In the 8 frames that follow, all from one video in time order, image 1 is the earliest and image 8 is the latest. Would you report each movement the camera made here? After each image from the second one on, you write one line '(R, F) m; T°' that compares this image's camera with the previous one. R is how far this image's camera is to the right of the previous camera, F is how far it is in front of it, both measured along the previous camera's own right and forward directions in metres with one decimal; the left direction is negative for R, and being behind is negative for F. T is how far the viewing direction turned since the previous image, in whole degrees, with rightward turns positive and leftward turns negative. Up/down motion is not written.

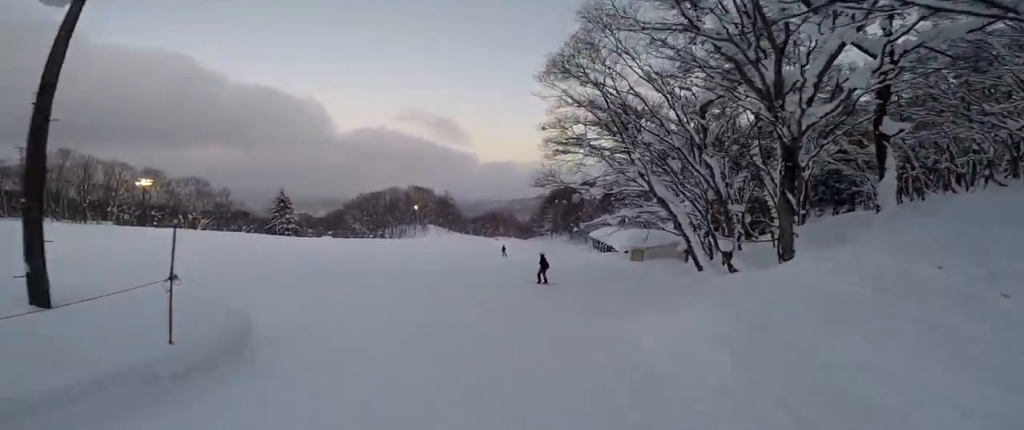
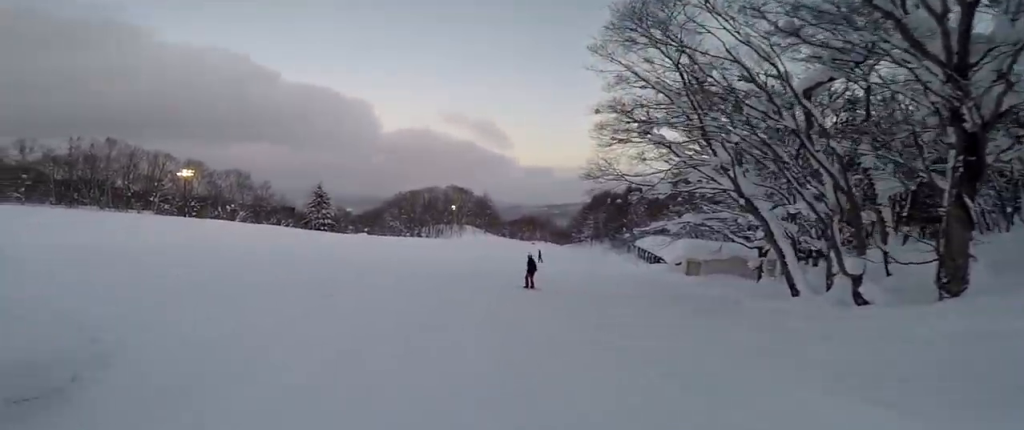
(-0.5, +4.0) m; -8°
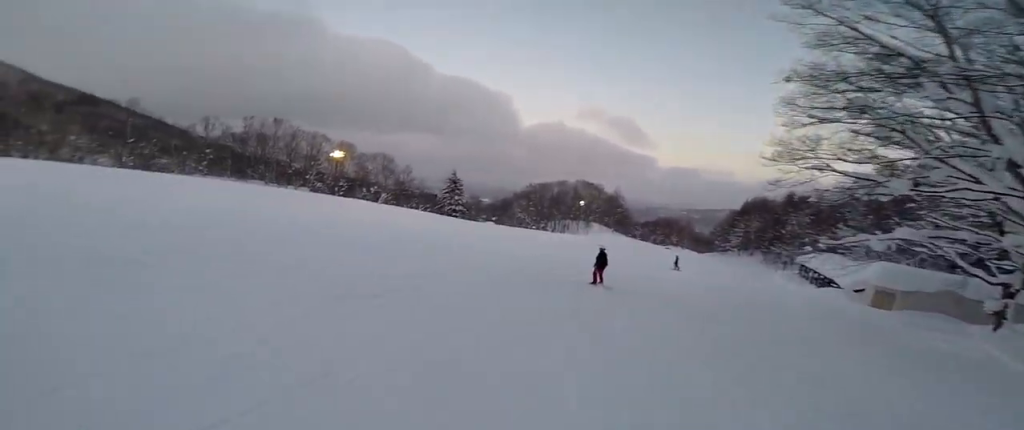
(0.0, +4.0) m; -9°
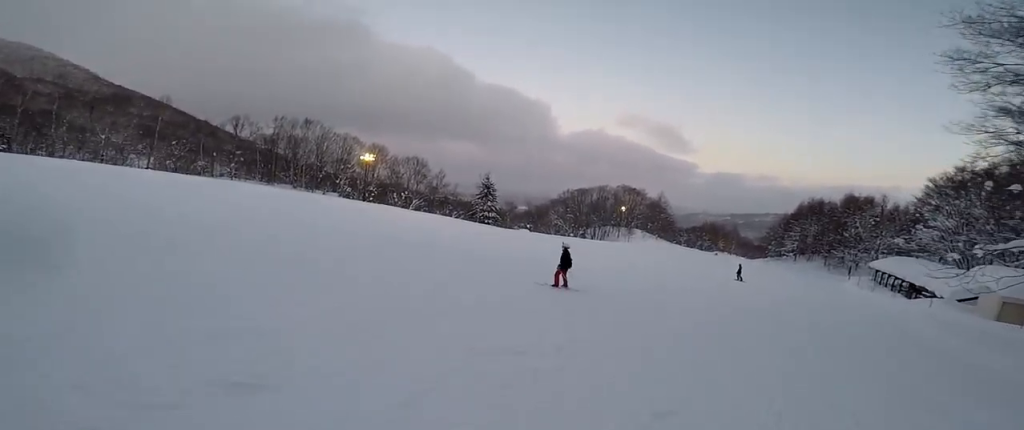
(-0.8, +5.0) m; -15°
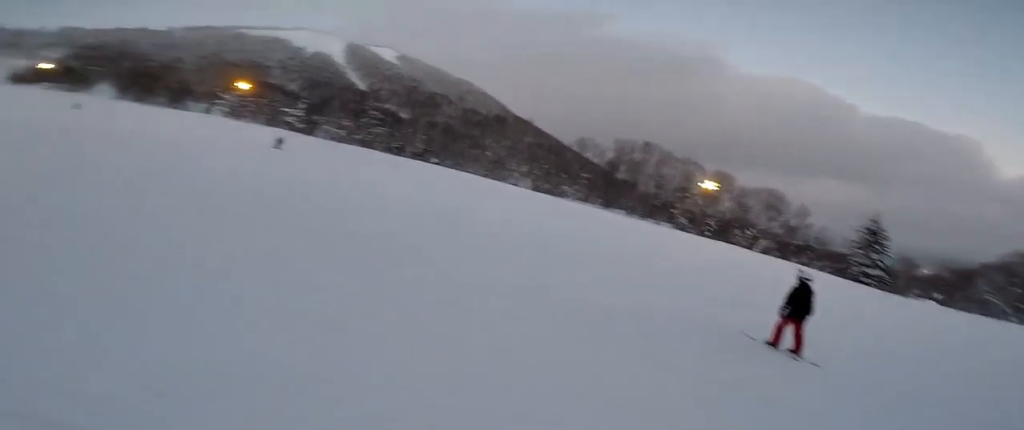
(-1.2, +7.7) m; -18°
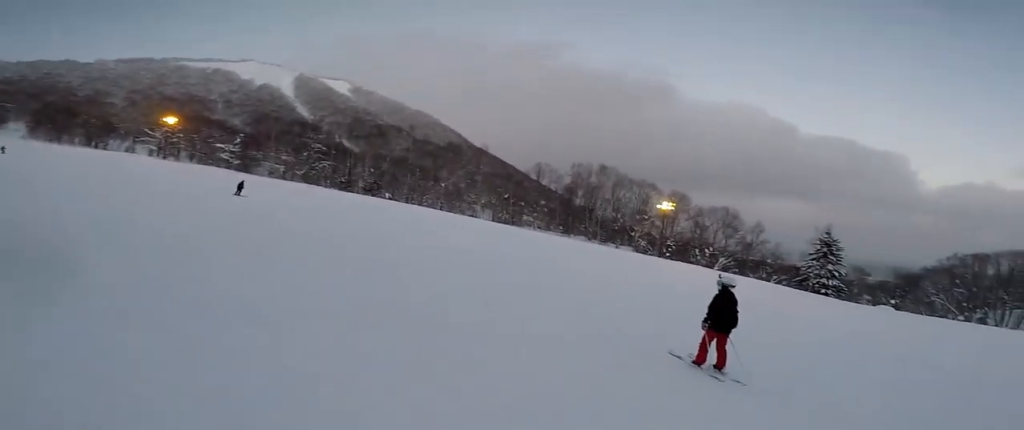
(-0.4, +2.9) m; -6°
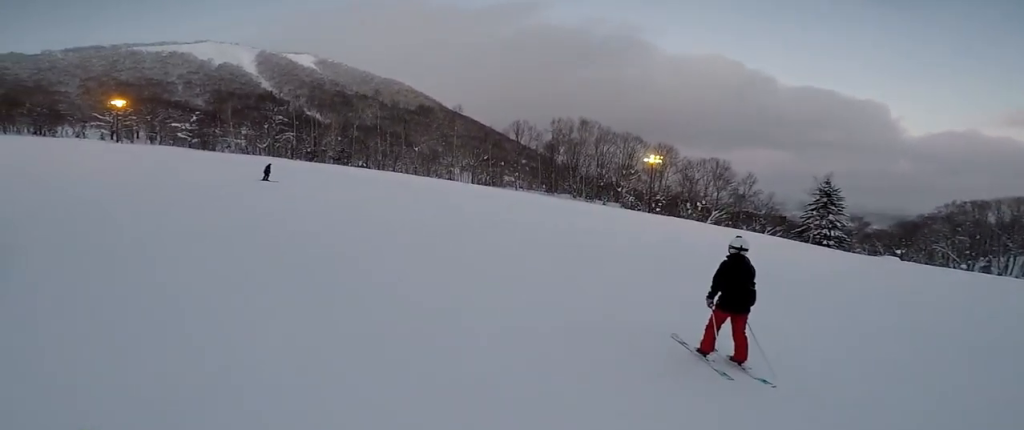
(-0.1, +3.4) m; +11°
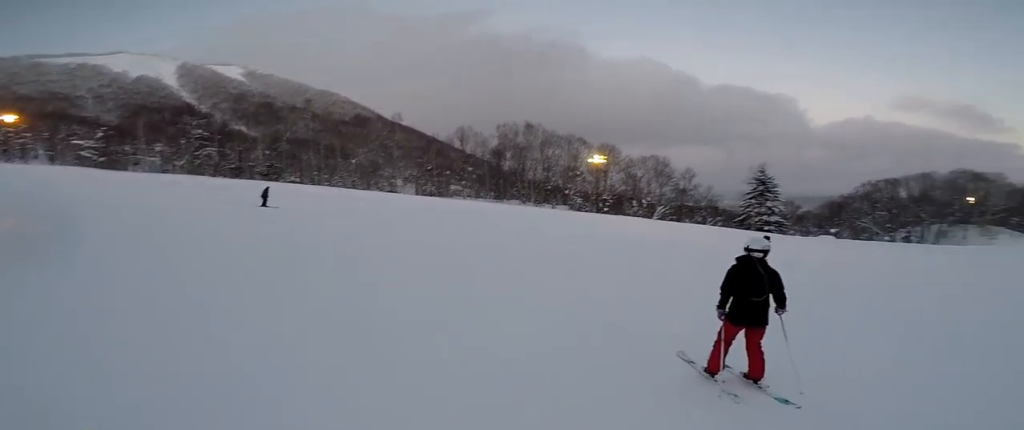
(-0.1, +2.4) m; +18°
